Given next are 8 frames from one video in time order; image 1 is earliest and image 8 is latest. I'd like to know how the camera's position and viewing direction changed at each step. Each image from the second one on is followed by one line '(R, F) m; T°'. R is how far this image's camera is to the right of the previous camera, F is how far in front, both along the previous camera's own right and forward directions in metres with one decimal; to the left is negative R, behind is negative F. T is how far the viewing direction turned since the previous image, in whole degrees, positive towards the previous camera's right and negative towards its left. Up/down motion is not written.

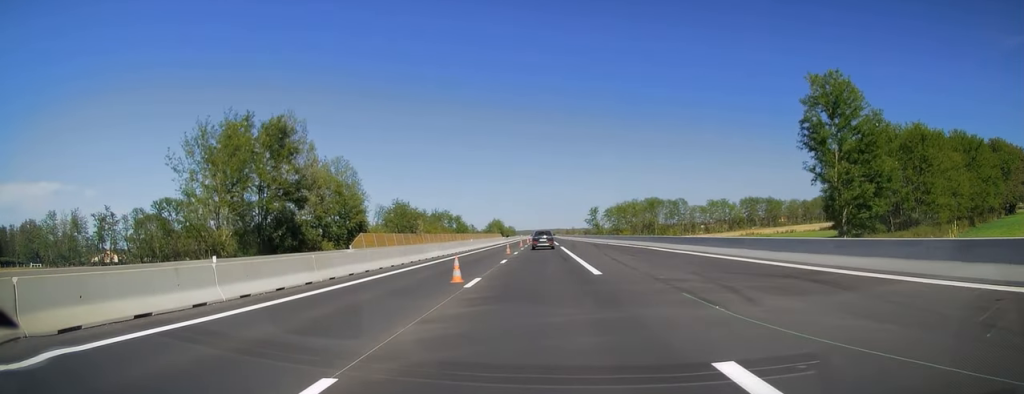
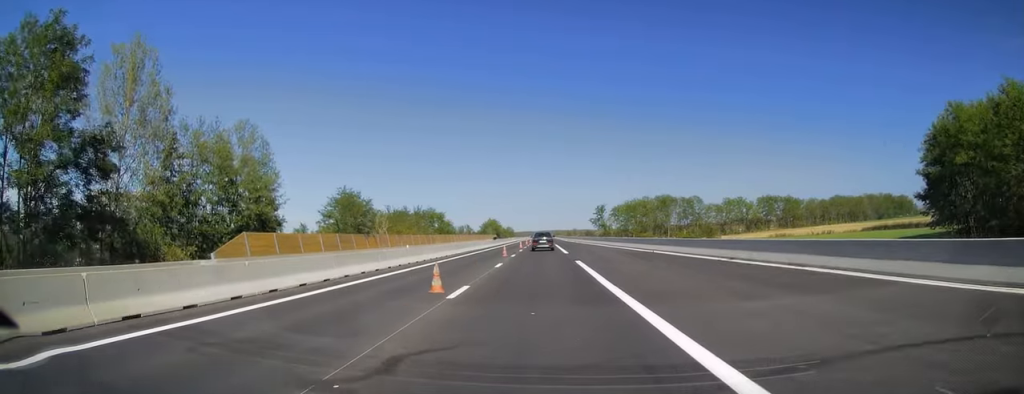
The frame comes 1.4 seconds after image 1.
(+0.1, +28.7) m; -1°
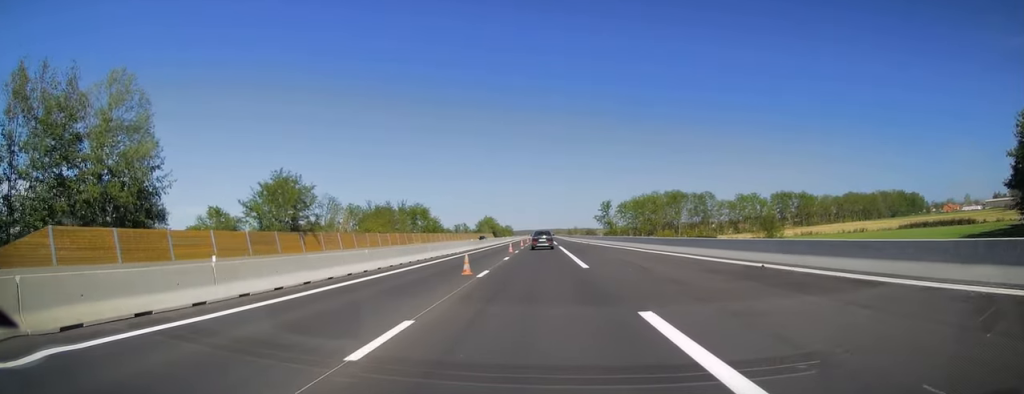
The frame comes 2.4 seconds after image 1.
(-0.1, +19.7) m; 0°
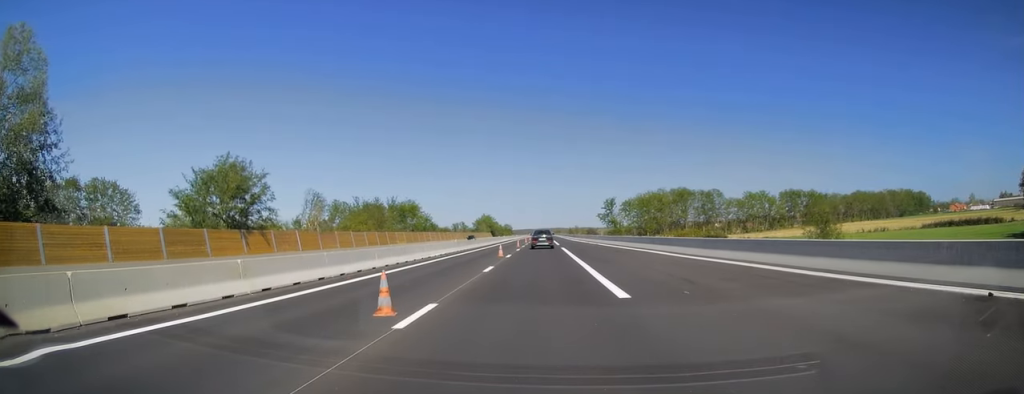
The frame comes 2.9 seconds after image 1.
(0.0, +10.8) m; 0°
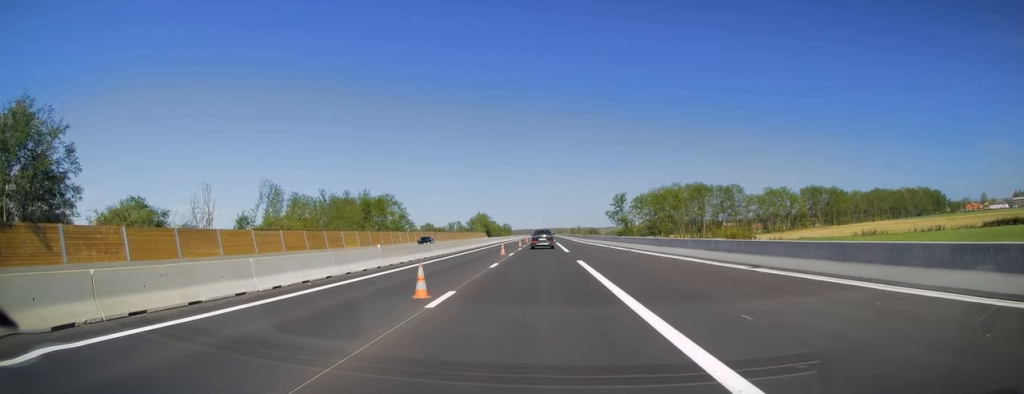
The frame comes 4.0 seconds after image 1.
(0.0, +23.6) m; 0°
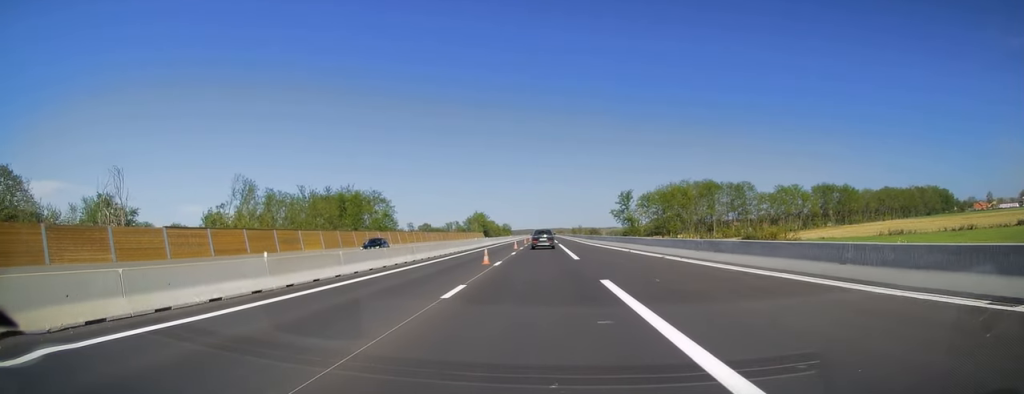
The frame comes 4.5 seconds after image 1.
(0.0, +11.3) m; 0°
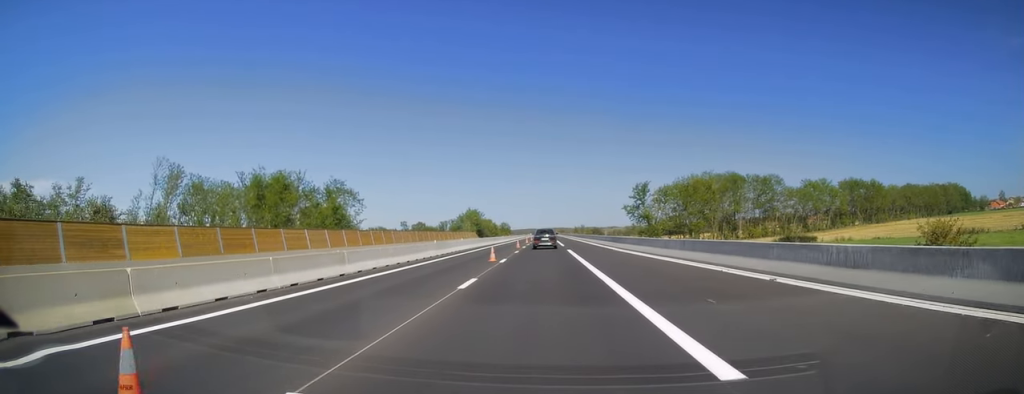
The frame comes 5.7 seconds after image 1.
(0.0, +24.0) m; -1°
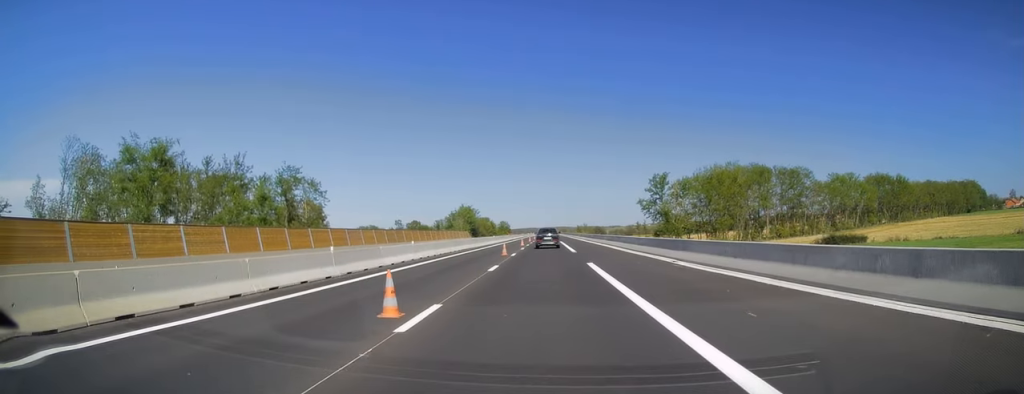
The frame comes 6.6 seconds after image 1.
(-0.4, +19.4) m; 0°
